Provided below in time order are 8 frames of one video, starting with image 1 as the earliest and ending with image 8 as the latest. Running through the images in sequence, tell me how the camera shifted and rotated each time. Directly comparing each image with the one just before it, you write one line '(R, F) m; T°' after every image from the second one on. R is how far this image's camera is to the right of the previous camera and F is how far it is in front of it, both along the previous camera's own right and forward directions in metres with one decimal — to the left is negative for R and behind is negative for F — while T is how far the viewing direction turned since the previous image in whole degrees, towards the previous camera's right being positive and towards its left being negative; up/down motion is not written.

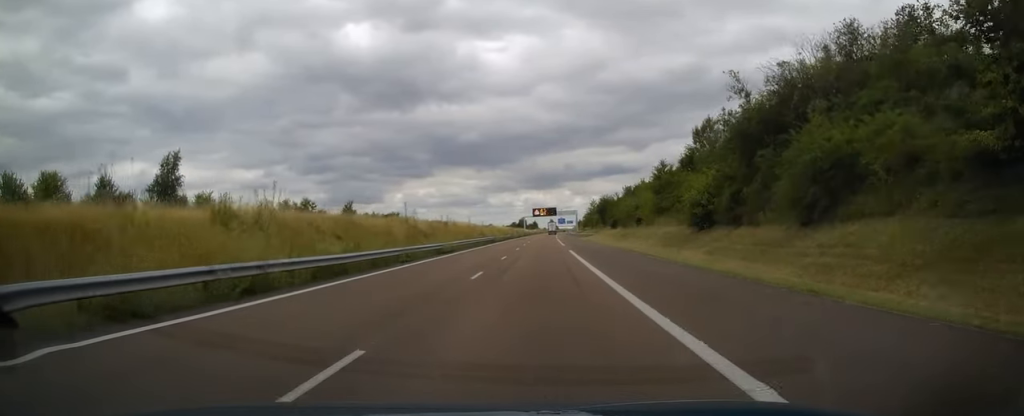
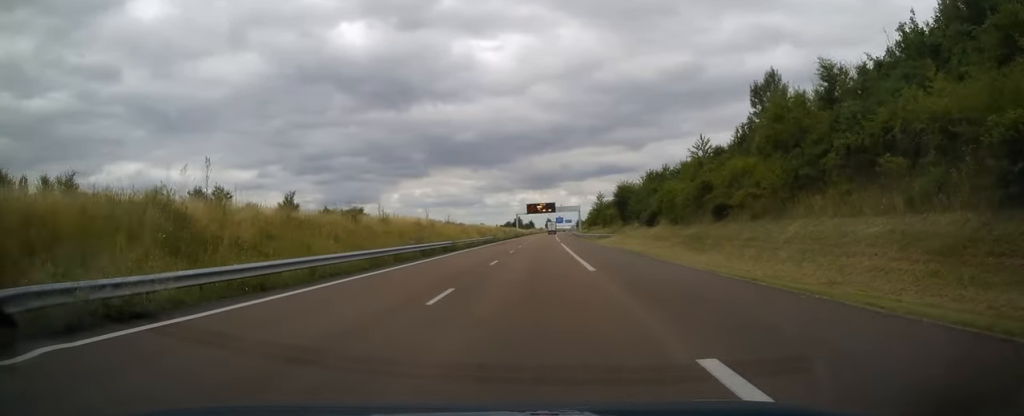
(+0.1, +31.9) m; 0°
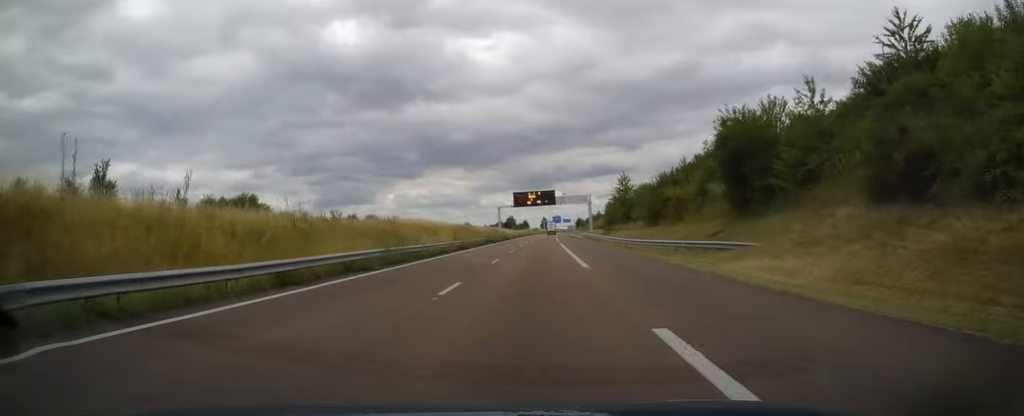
(+0.2, +50.6) m; 0°
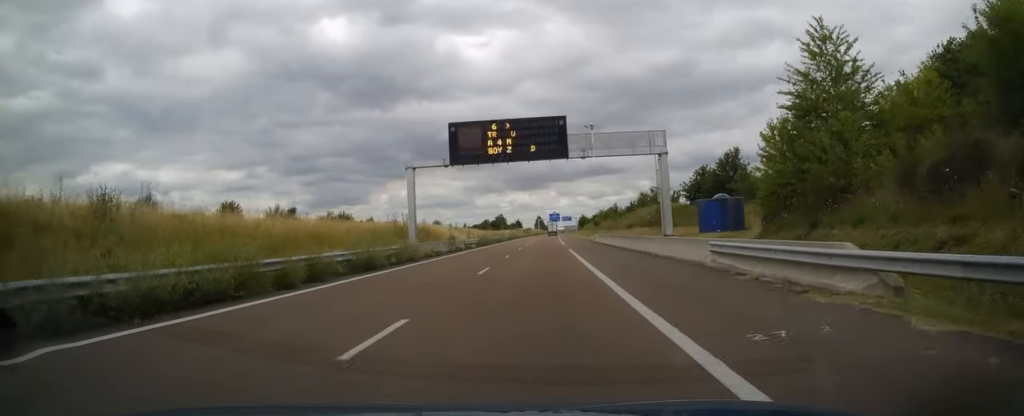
(+0.5, +72.1) m; +1°
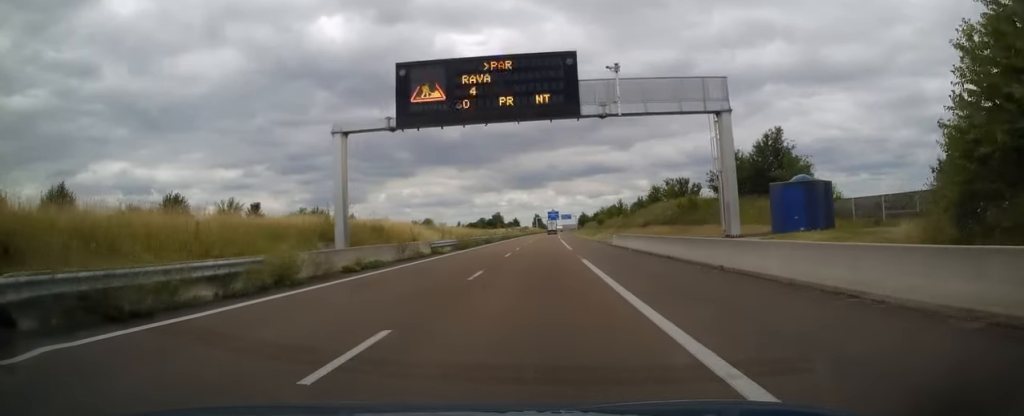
(0.0, +14.2) m; 0°
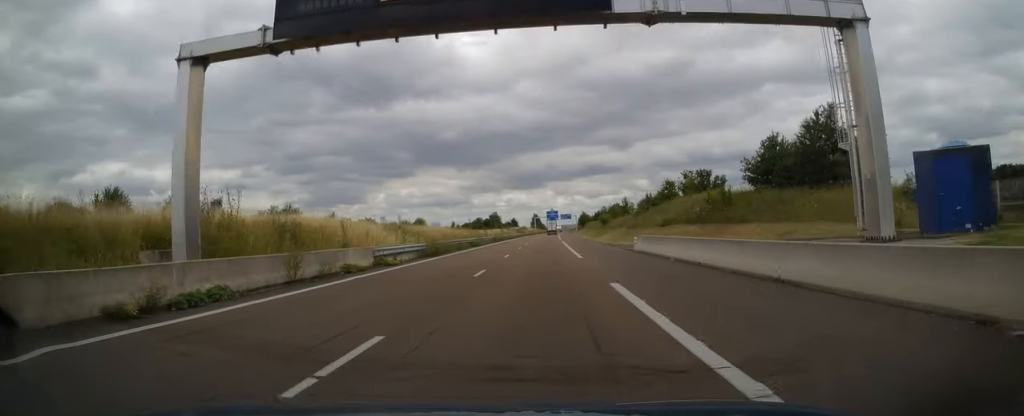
(+0.1, +12.2) m; 0°
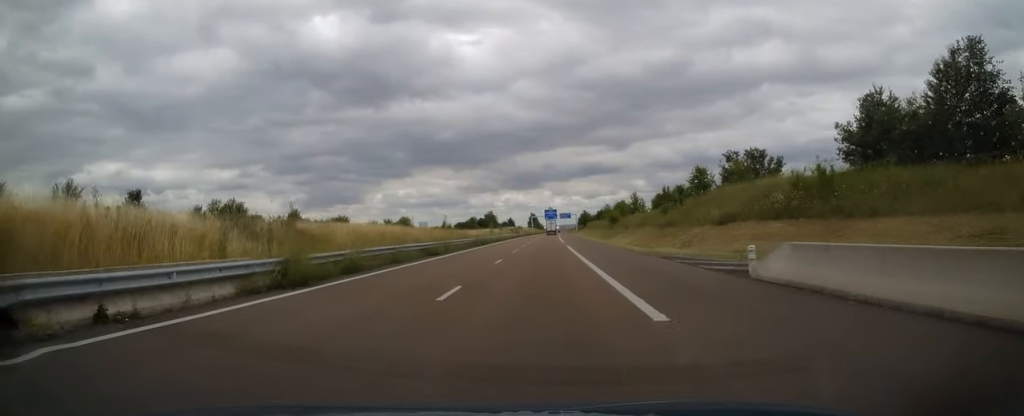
(0.0, +19.1) m; 0°
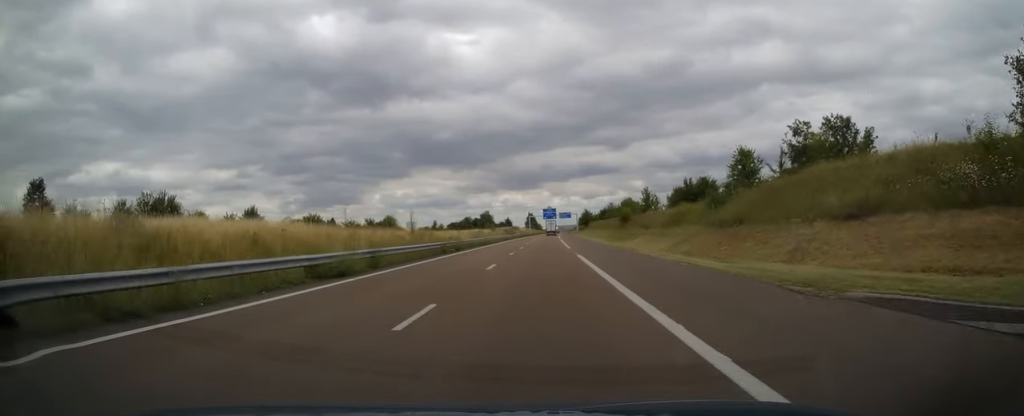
(-0.1, +16.7) m; 0°
